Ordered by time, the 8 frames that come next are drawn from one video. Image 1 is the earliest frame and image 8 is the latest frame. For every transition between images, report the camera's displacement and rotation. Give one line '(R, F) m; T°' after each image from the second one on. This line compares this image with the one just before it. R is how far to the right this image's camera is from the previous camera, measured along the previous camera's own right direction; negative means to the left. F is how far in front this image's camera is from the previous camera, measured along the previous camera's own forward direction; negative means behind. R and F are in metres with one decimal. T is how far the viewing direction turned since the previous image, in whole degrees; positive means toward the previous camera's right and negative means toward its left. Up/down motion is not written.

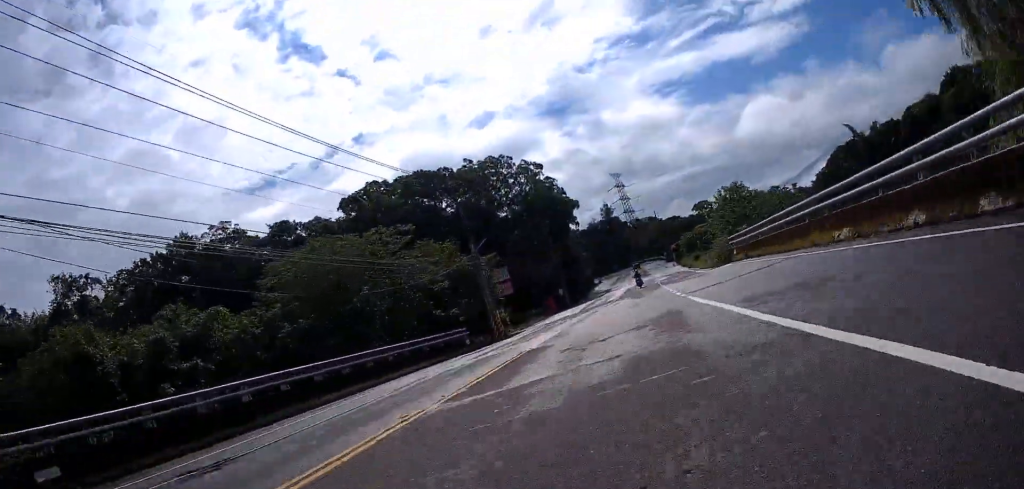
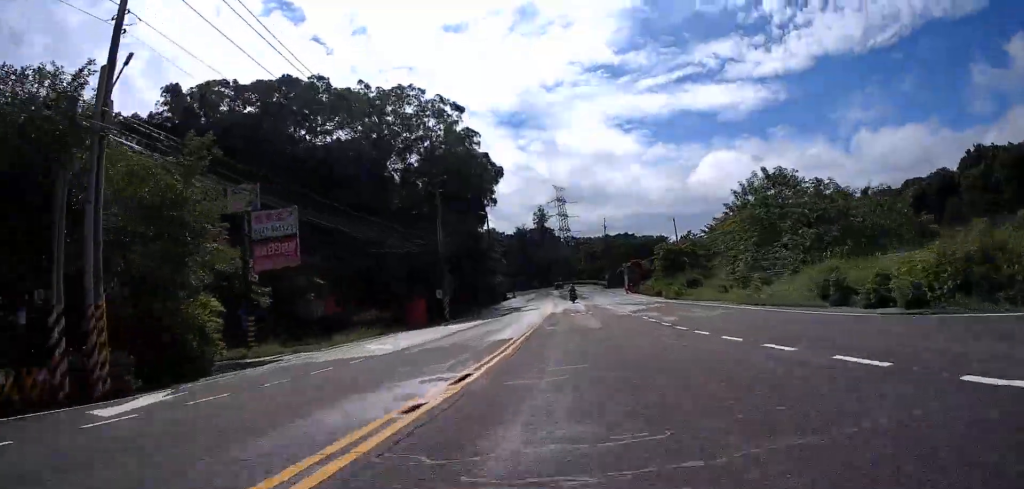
(+3.8, +32.2) m; +8°
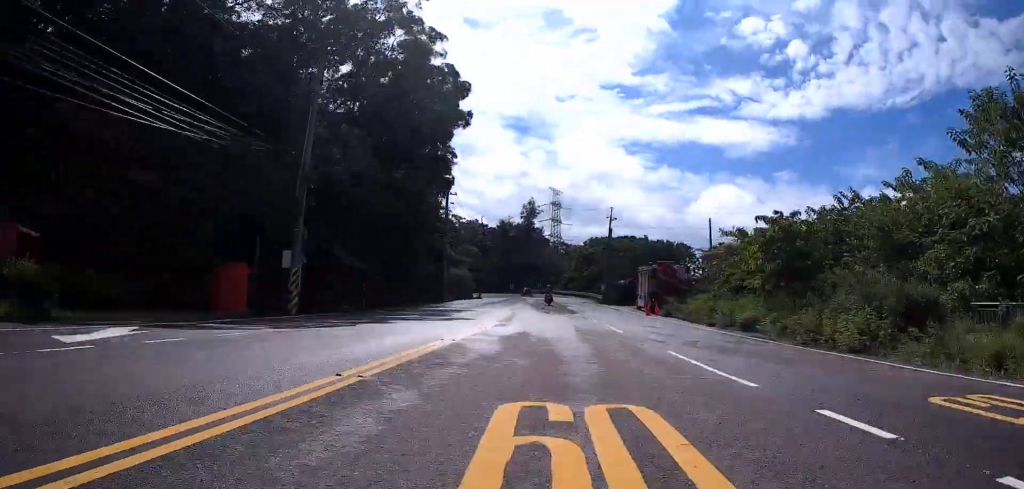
(-0.2, +24.3) m; -2°
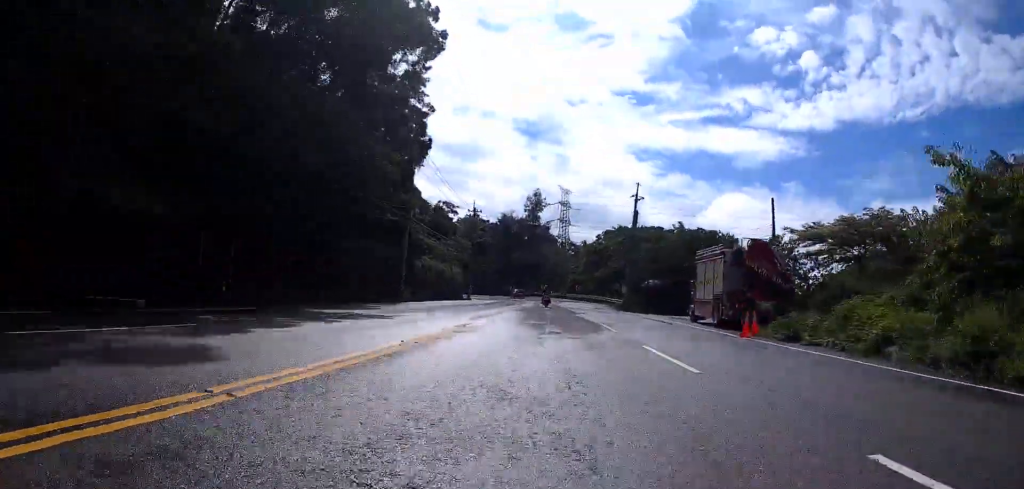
(-0.3, +15.8) m; -1°
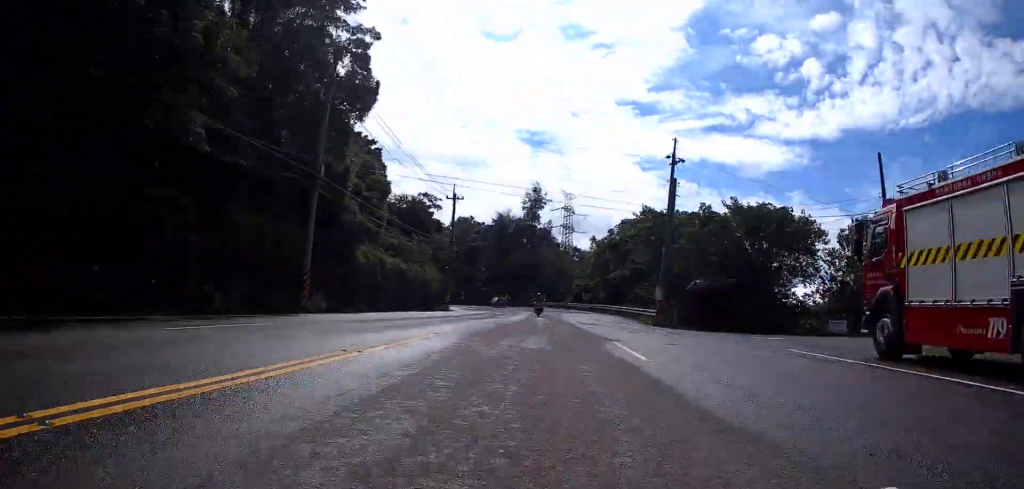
(0.0, +15.7) m; -1°
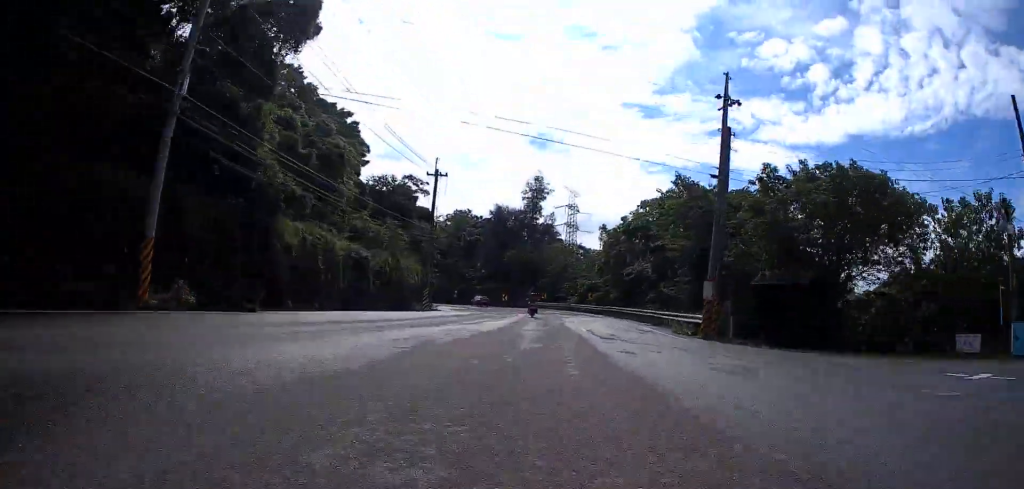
(+0.2, +10.8) m; -1°
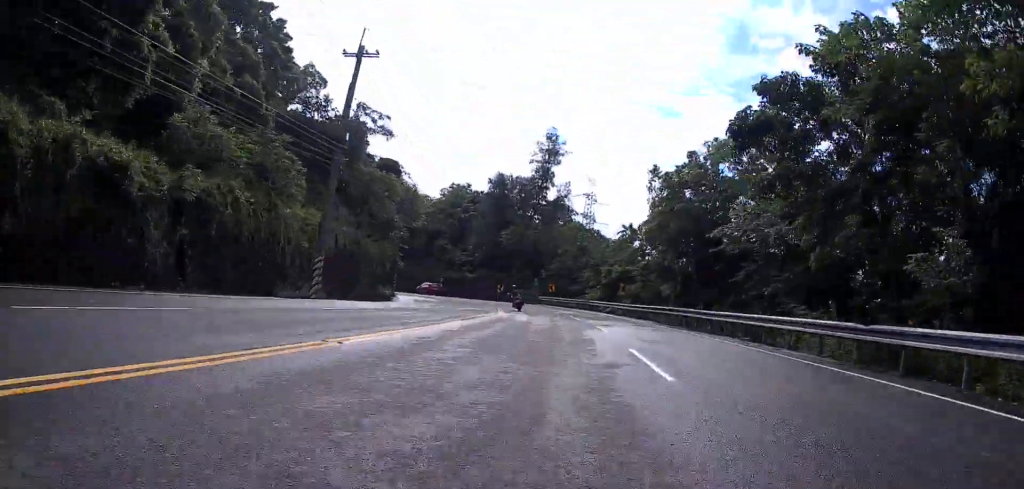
(-0.7, +23.8) m; -2°
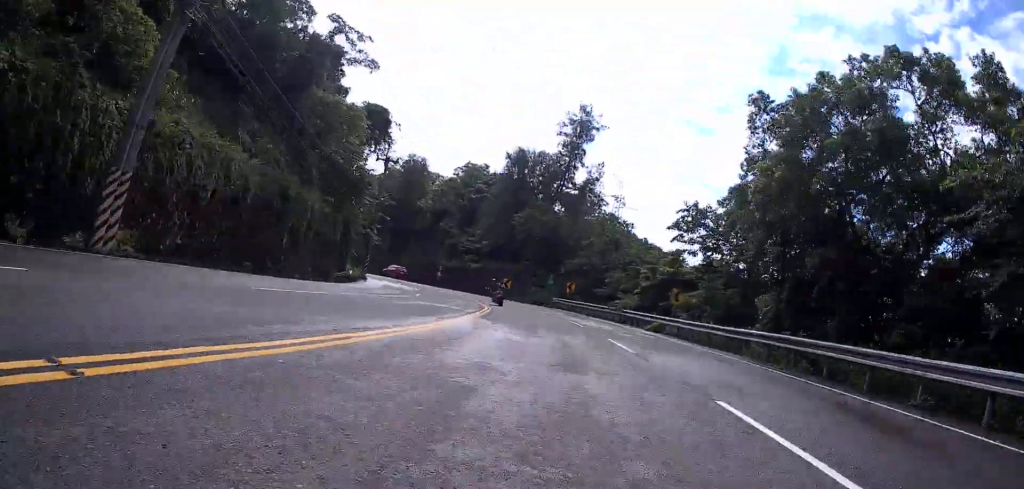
(+0.1, +14.0) m; -8°
